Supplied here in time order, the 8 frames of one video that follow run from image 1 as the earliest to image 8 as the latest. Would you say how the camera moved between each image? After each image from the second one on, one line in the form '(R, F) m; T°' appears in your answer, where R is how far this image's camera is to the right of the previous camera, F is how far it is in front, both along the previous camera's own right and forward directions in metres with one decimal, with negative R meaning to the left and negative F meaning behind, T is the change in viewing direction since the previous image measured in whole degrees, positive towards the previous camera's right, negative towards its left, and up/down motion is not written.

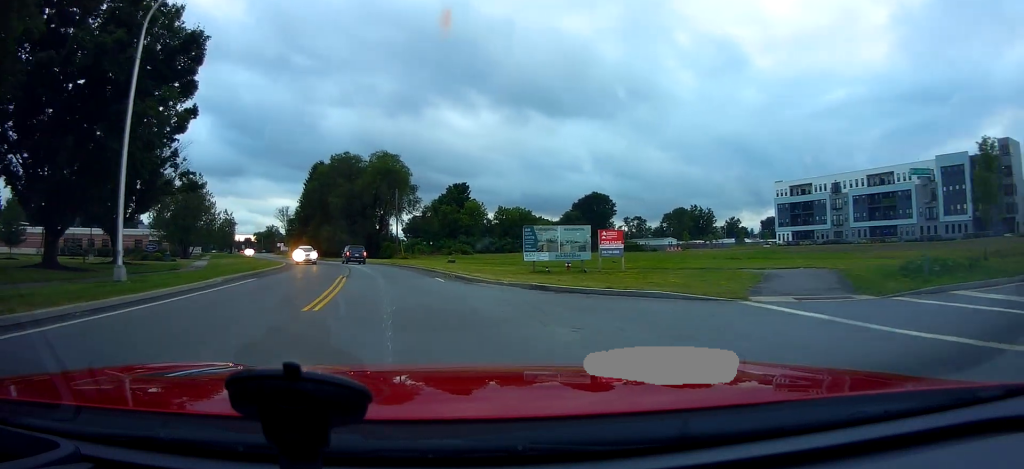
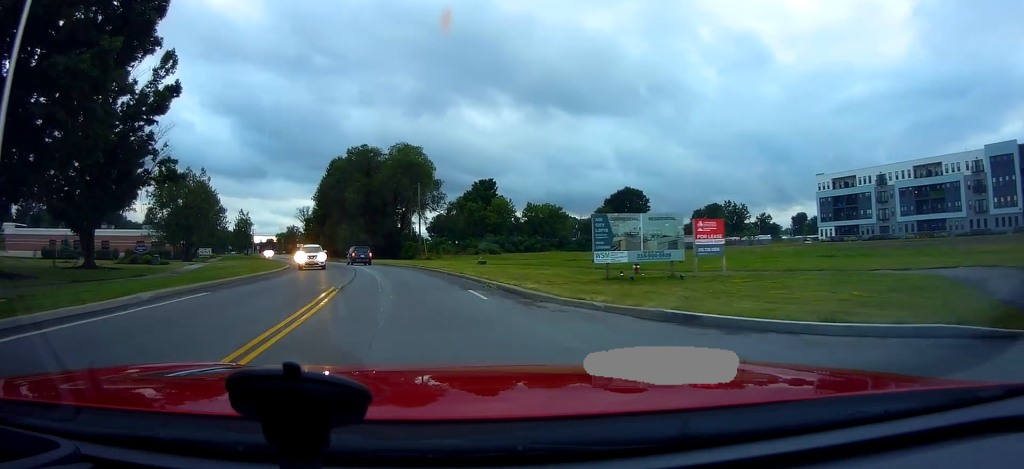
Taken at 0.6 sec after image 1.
(0.0, +7.5) m; -2°
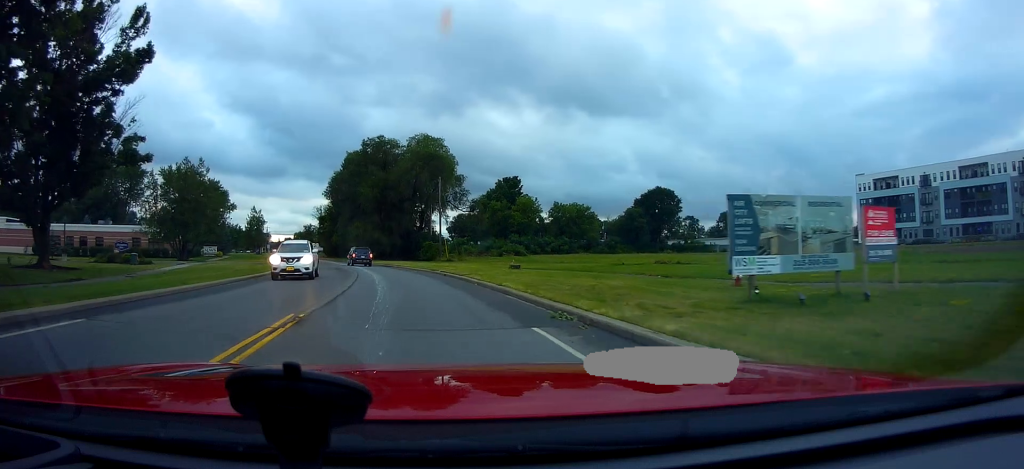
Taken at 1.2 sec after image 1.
(0.0, +7.5) m; -3°
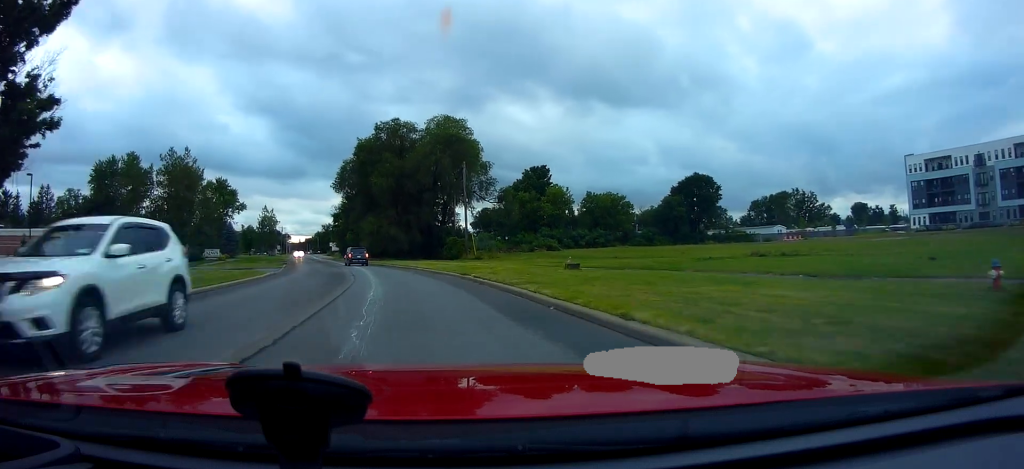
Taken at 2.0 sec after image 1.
(-0.5, +10.0) m; -4°
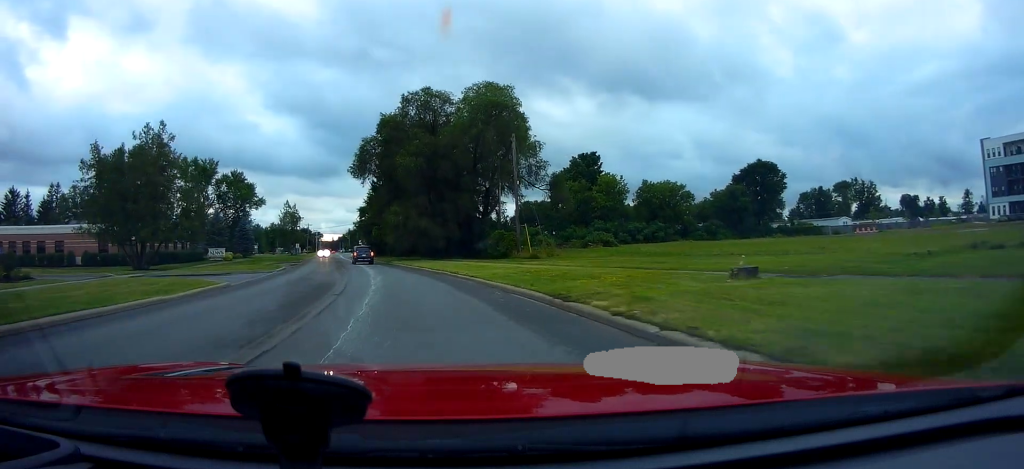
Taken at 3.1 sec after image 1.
(-0.4, +13.5) m; -4°
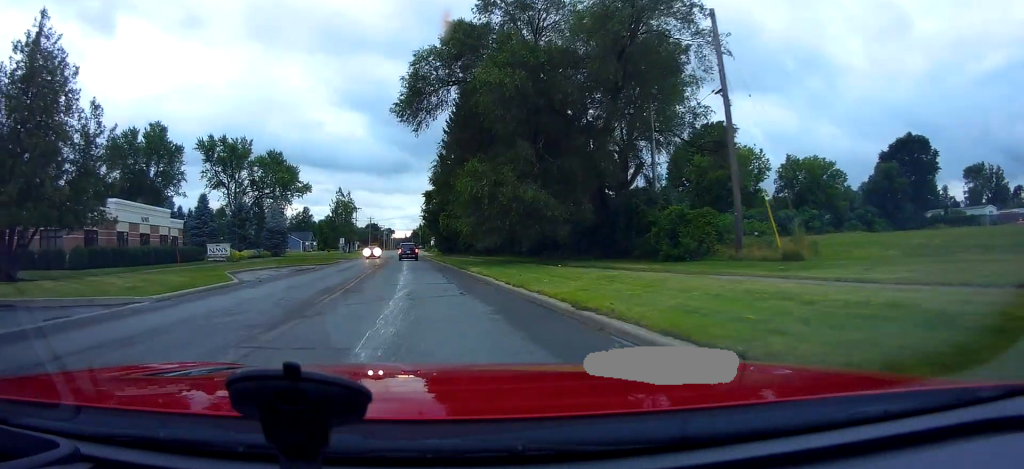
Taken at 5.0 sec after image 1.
(-2.2, +25.8) m; -7°
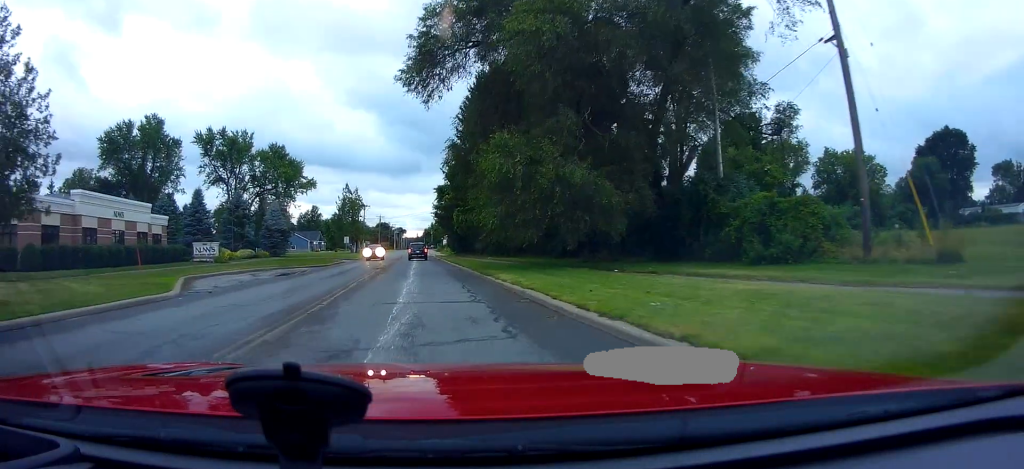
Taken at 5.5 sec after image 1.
(+0.2, +6.9) m; -1°
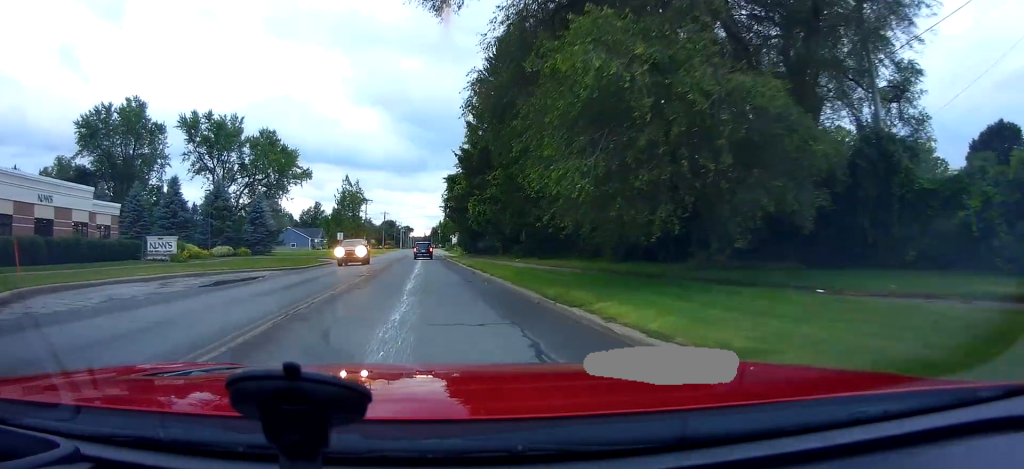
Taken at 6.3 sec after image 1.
(0.0, +11.1) m; -1°
